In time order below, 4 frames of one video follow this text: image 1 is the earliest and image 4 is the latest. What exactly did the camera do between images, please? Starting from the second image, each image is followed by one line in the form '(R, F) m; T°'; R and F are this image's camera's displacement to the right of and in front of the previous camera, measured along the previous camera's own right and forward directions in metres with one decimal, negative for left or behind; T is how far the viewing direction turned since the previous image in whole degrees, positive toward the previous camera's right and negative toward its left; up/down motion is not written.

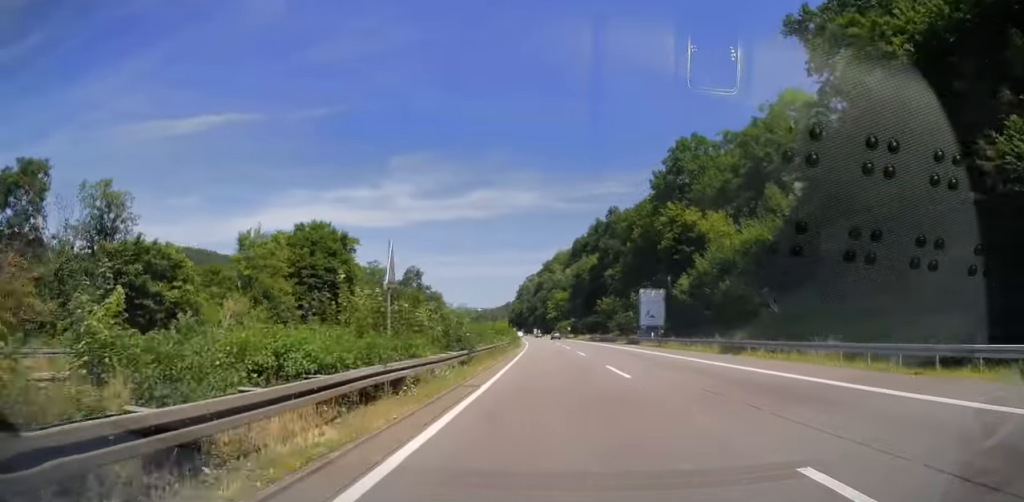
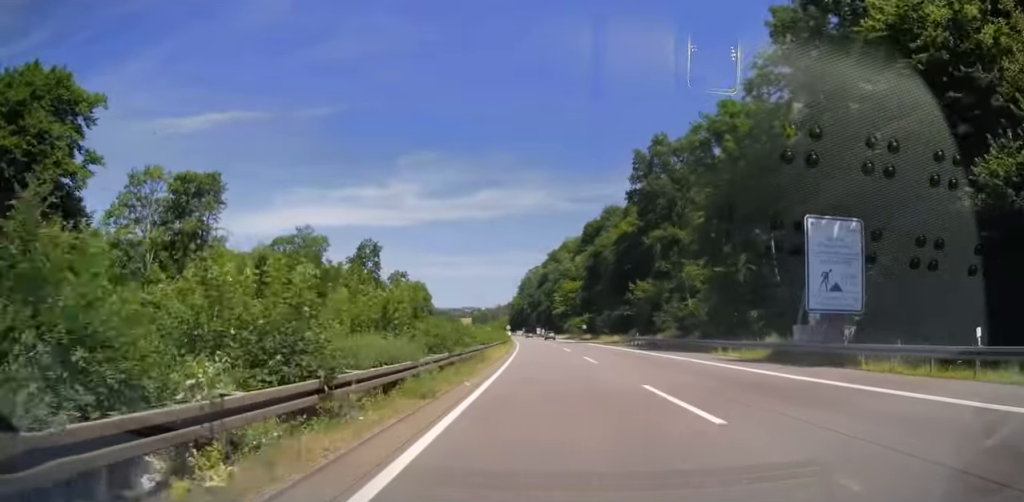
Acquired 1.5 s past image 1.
(-0.3, +46.1) m; 0°
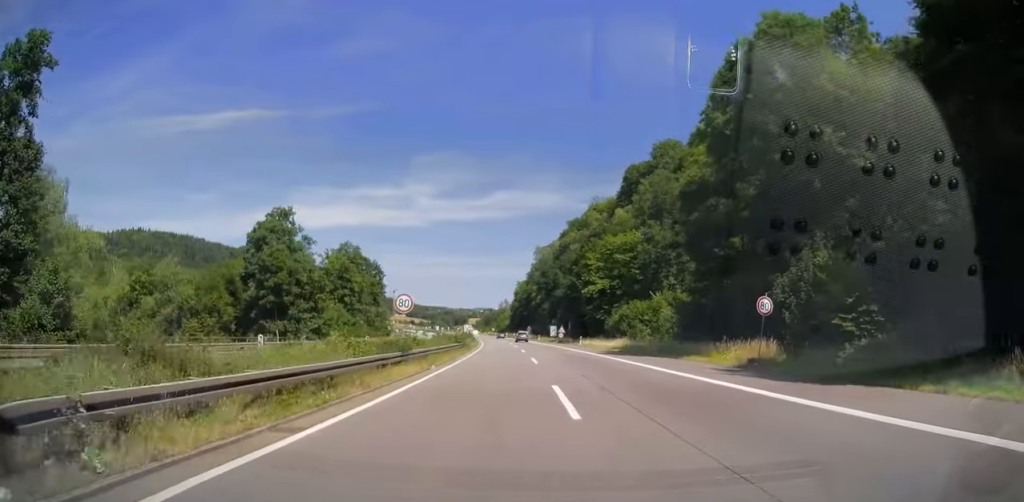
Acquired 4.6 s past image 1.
(-0.3, +88.9) m; -1°
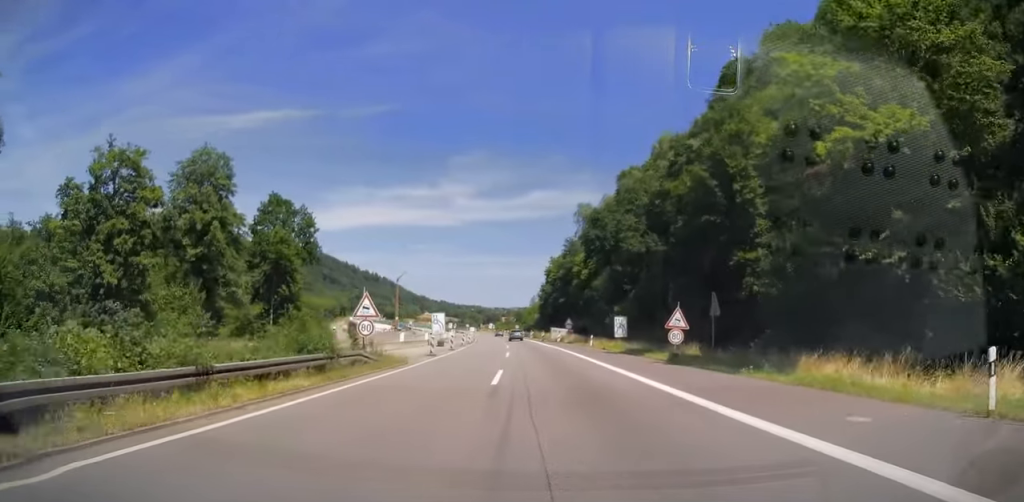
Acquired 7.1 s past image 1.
(-1.4, +66.1) m; -3°
